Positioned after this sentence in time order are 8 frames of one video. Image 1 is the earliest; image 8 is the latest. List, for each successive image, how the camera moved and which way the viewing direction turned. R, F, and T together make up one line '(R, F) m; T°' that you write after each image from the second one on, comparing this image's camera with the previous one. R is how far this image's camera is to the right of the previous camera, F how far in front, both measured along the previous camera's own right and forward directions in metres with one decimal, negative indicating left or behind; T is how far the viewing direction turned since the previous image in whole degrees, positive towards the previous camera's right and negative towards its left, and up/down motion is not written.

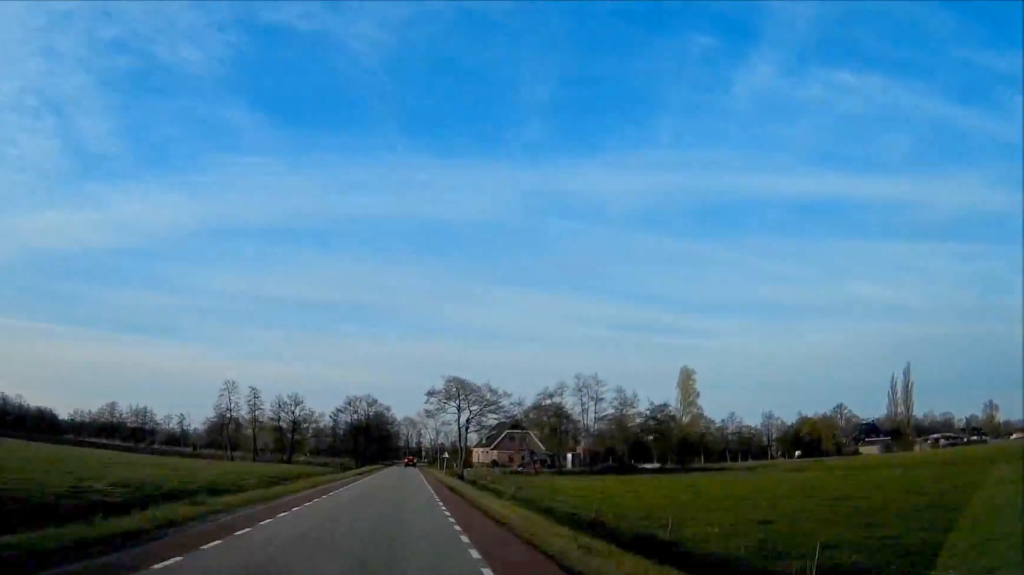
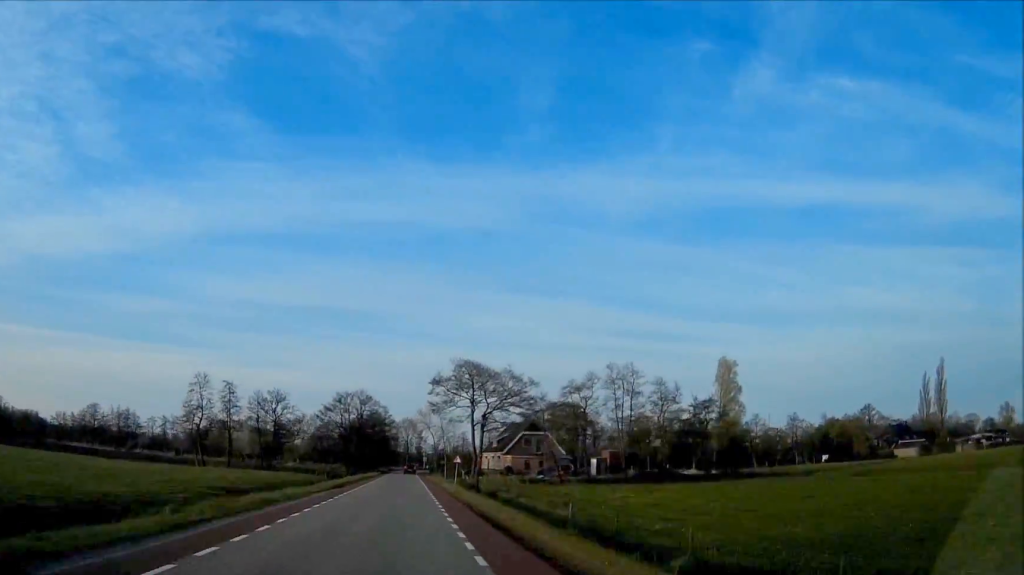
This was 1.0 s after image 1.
(+0.1, +18.6) m; 0°
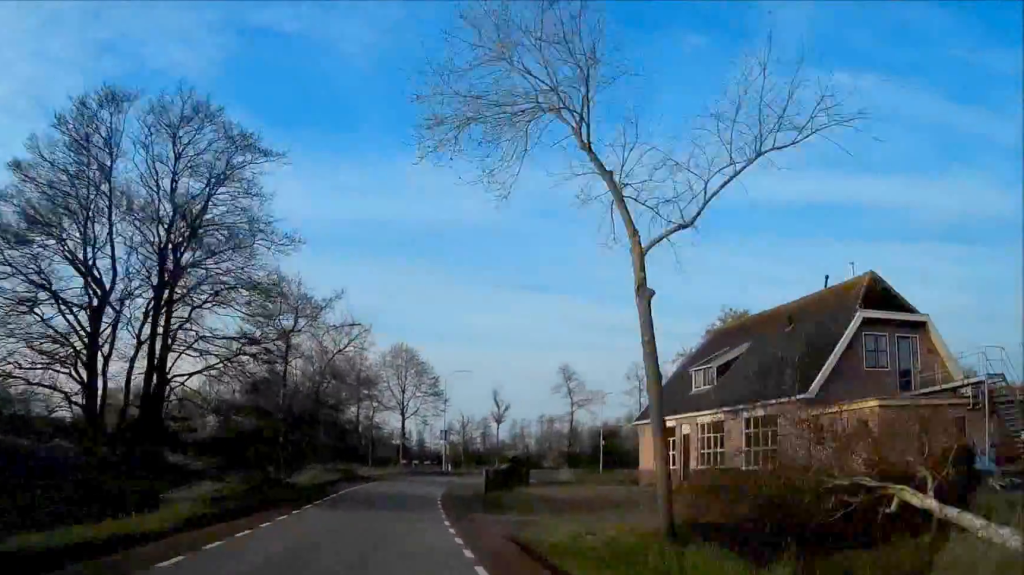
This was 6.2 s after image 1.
(+0.6, +91.4) m; +3°
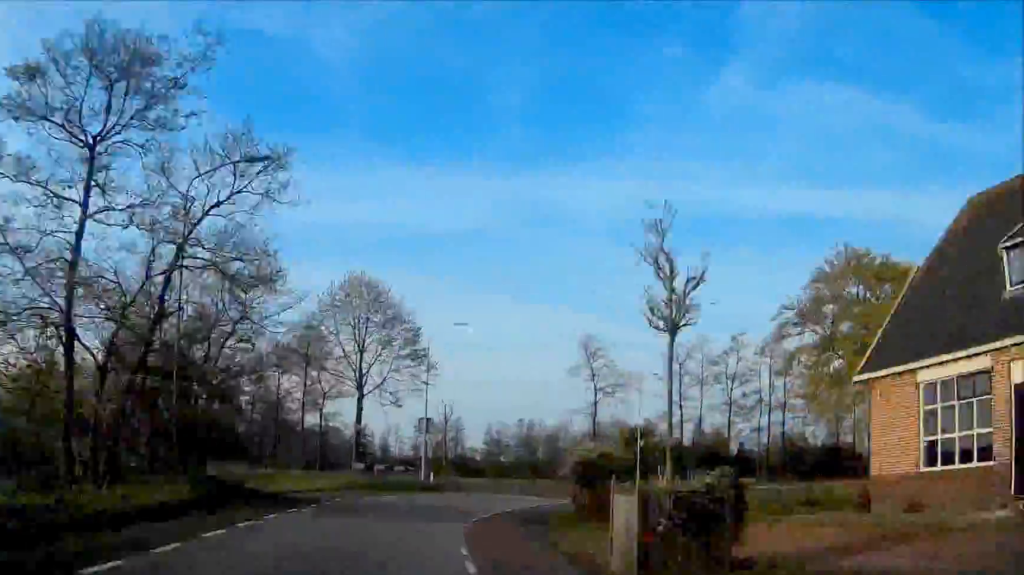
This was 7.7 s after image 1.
(+0.8, +23.9) m; +9°
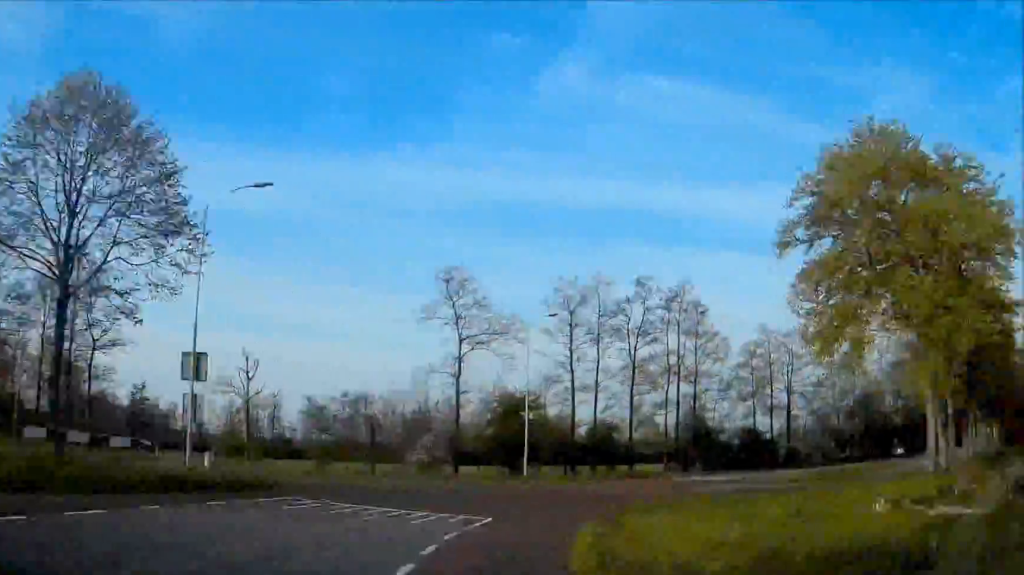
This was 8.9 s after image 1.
(-0.8, +19.2) m; +11°
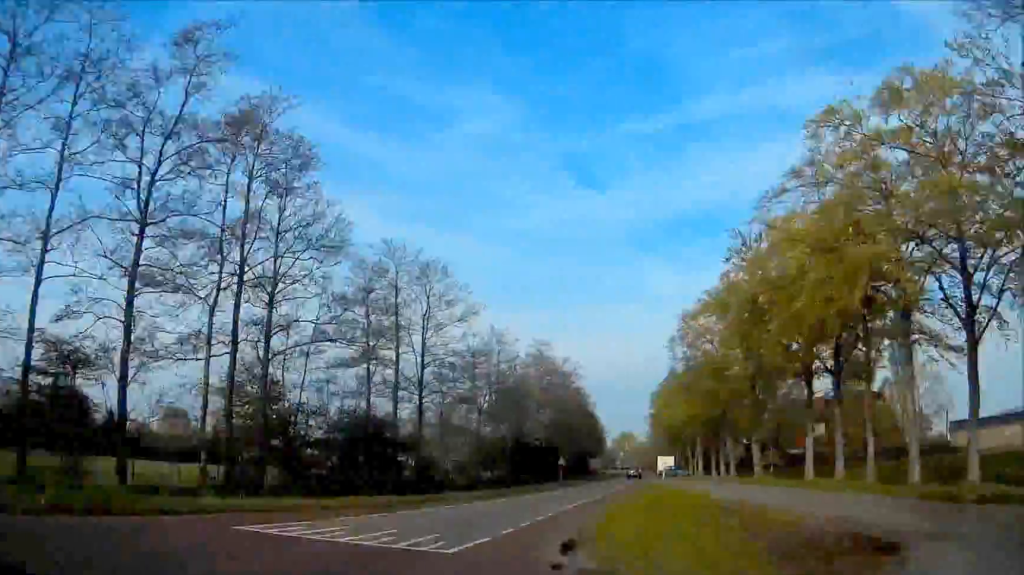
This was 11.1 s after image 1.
(+9.9, +33.7) m; +28°
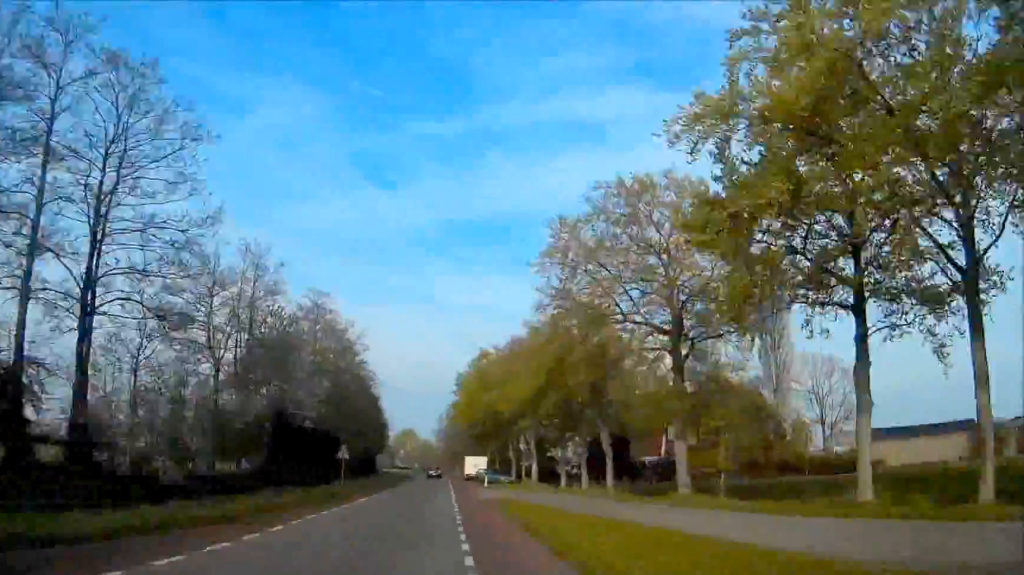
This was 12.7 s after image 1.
(+4.2, +24.1) m; +11°
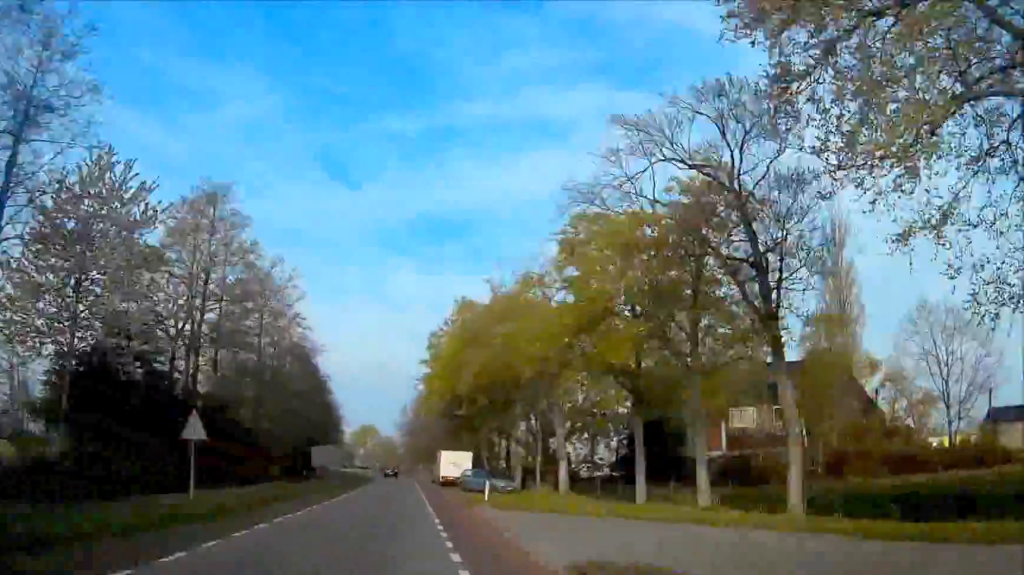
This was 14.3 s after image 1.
(+1.6, +26.4) m; +3°
